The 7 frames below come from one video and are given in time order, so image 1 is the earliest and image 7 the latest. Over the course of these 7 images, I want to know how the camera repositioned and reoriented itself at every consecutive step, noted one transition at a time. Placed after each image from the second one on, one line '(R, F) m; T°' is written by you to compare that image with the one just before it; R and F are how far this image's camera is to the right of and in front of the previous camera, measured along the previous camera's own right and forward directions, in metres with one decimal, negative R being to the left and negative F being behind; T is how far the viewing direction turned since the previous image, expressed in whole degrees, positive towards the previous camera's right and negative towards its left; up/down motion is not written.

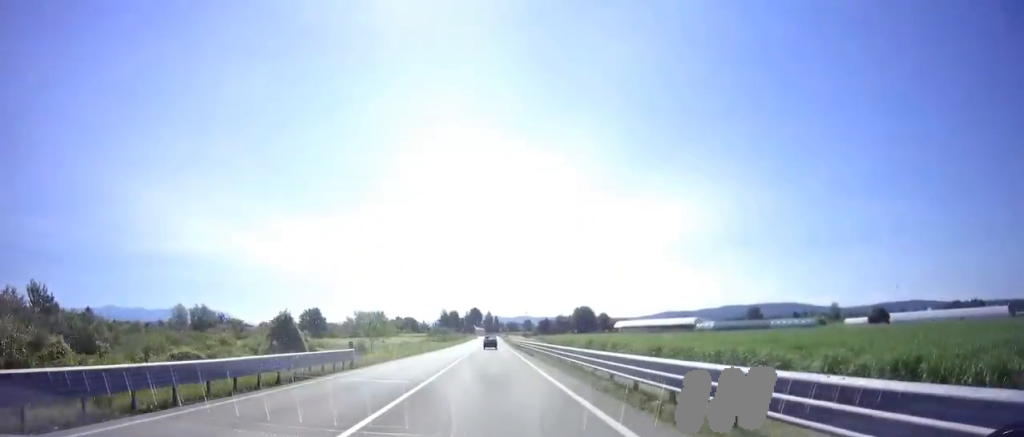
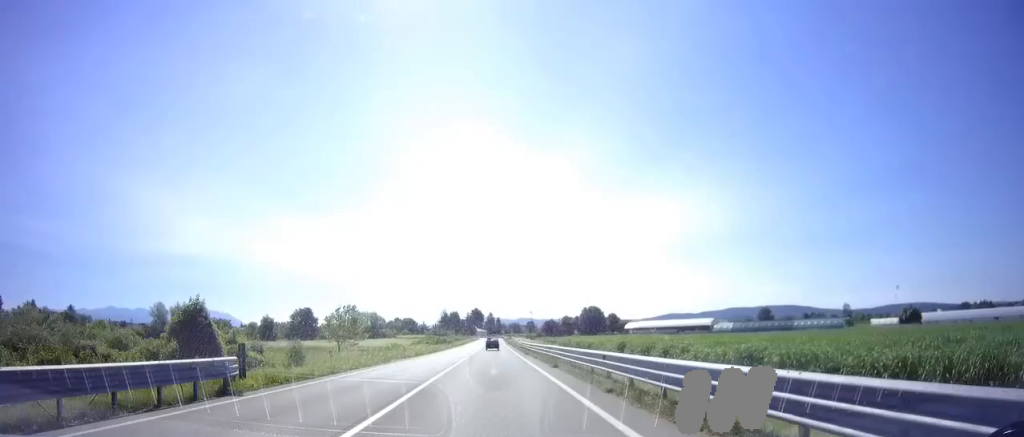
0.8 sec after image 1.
(+0.2, +13.9) m; +1°
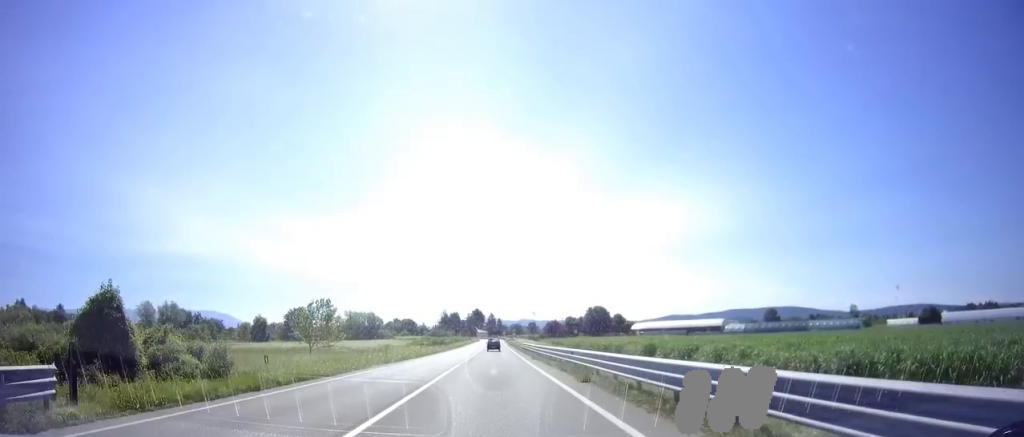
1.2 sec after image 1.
(0.0, +7.3) m; 0°
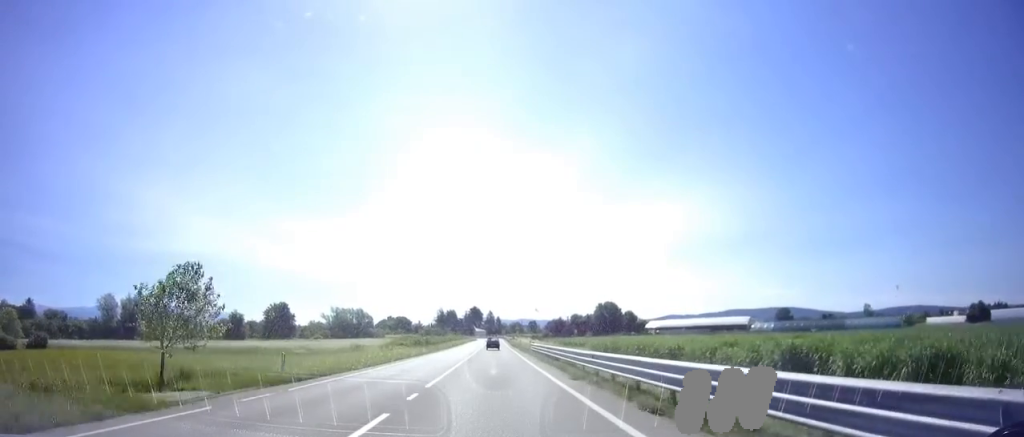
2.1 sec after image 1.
(-0.2, +16.8) m; 0°
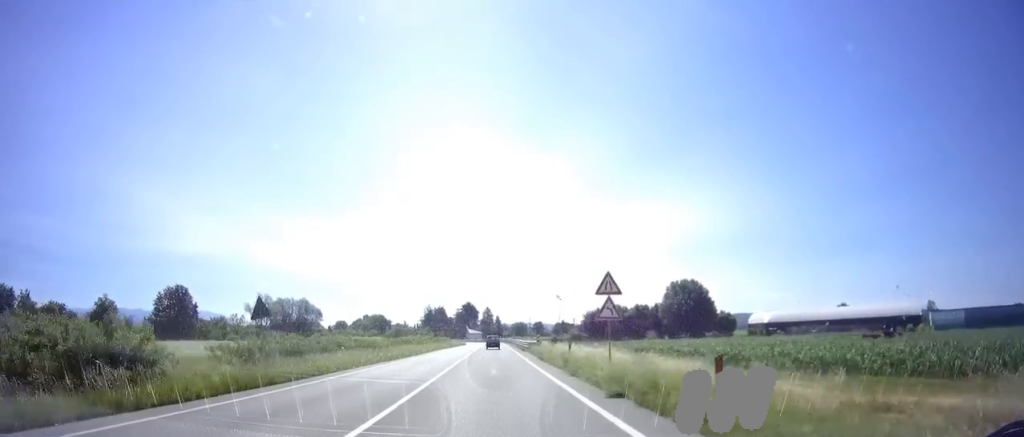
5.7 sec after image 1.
(+0.1, +64.3) m; +1°
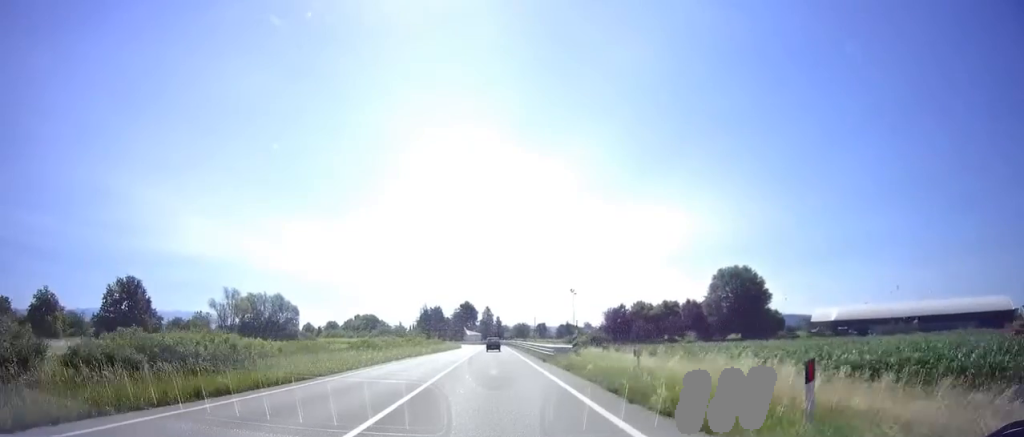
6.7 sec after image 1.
(-0.1, +19.2) m; -1°
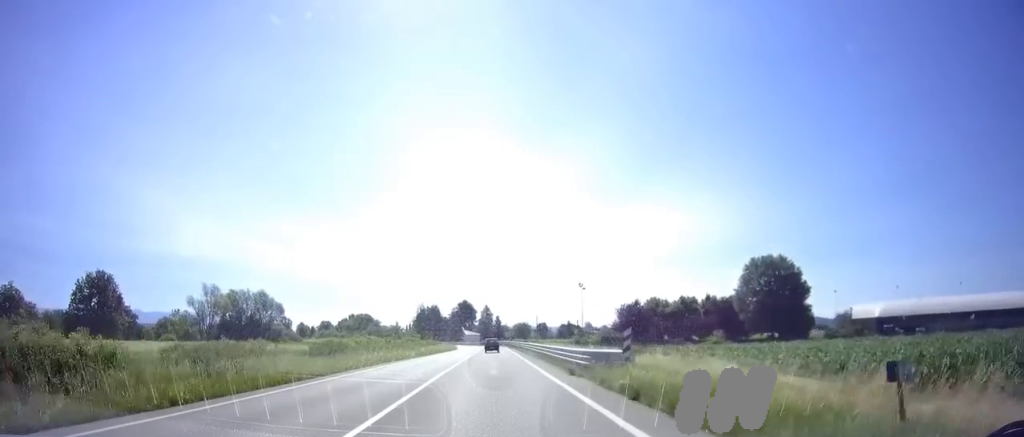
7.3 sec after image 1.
(-0.2, +9.6) m; 0°
